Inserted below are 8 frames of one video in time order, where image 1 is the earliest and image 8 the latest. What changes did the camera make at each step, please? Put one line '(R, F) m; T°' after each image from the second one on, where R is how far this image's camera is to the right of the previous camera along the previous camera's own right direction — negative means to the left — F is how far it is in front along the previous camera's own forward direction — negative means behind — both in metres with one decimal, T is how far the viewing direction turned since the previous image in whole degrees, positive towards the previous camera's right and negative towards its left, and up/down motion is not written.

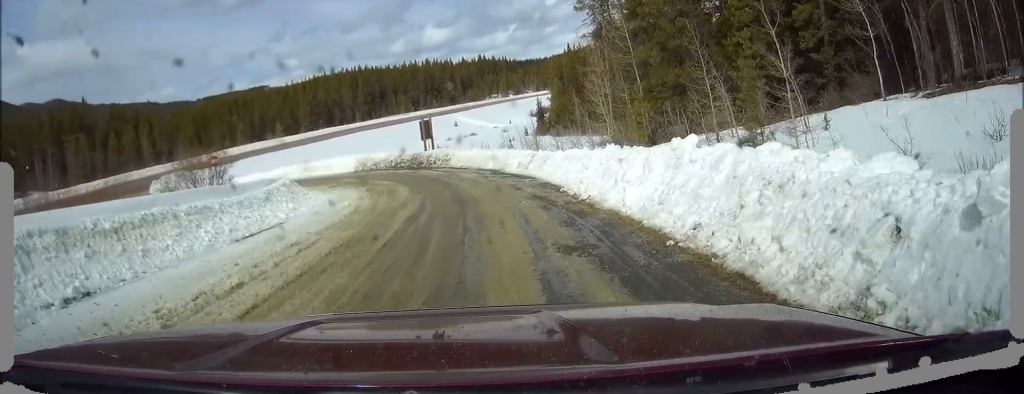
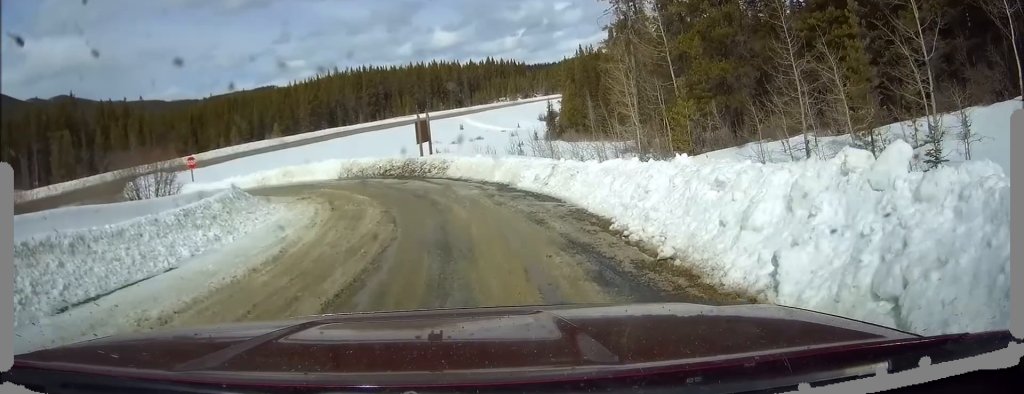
(0.0, +6.5) m; 0°
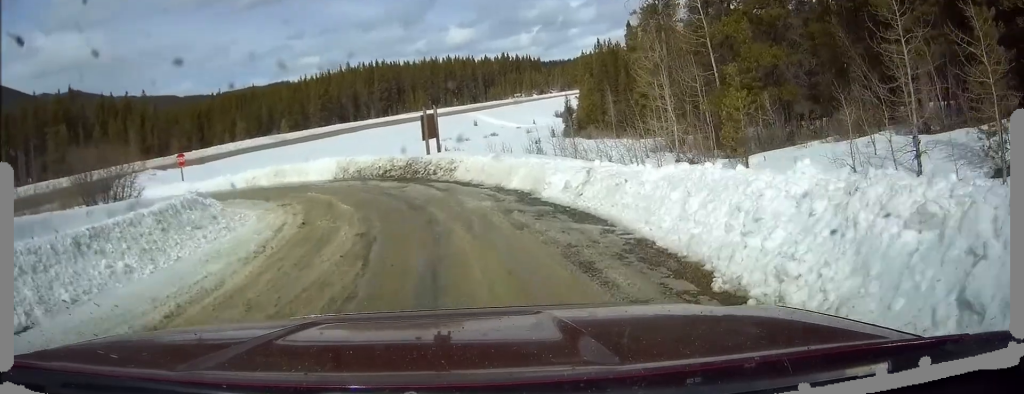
(0.0, +4.6) m; -1°
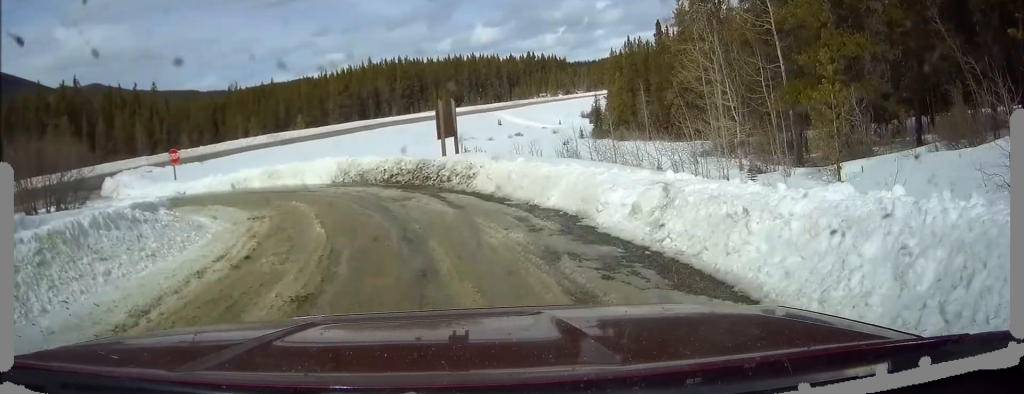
(-0.1, +5.1) m; -3°
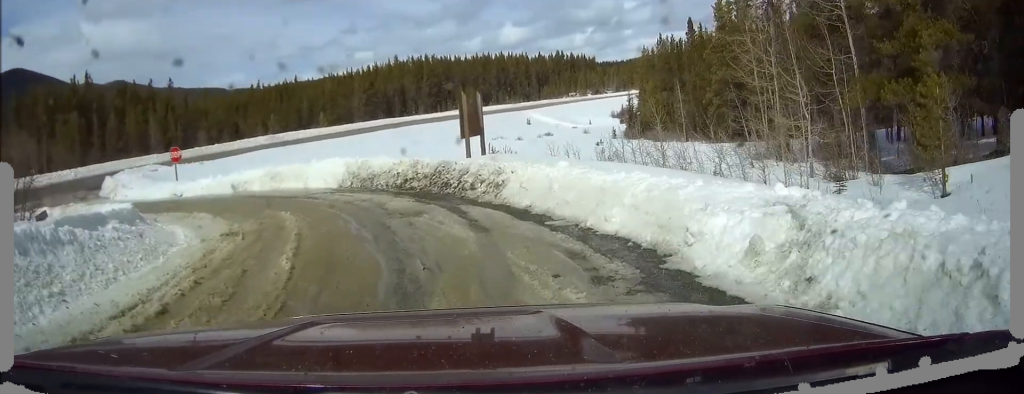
(-0.1, +4.0) m; -4°
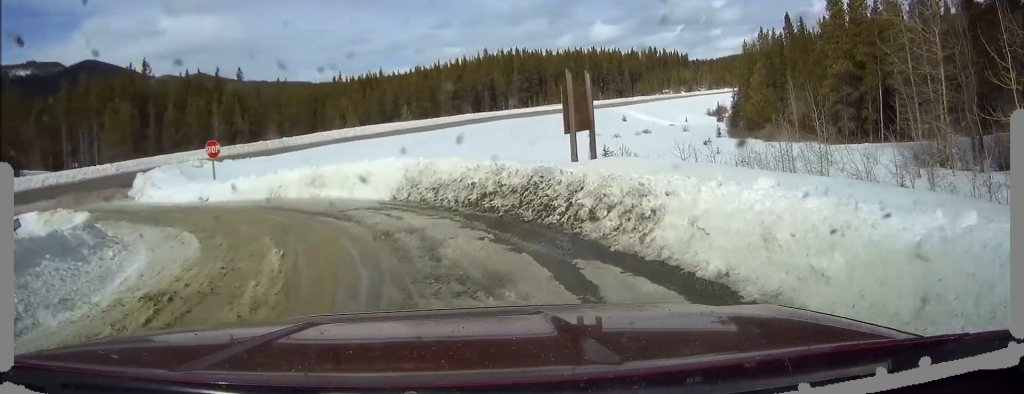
(-0.6, +7.5) m; -10°
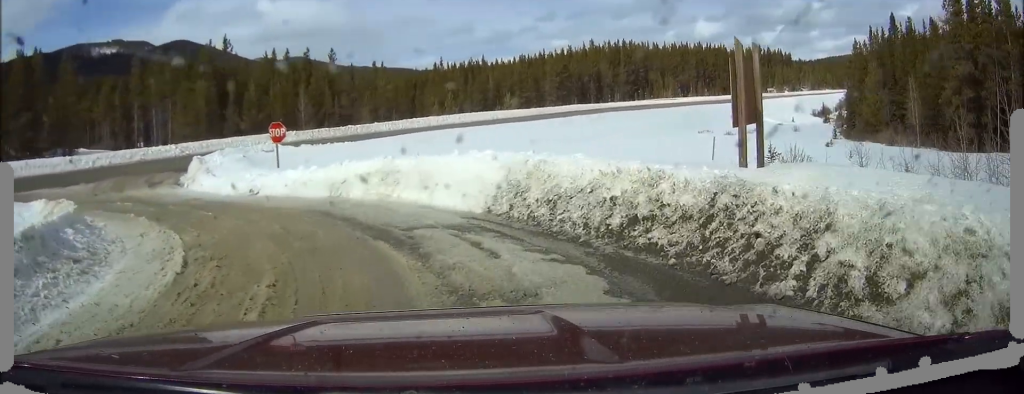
(-0.3, +5.5) m; -6°
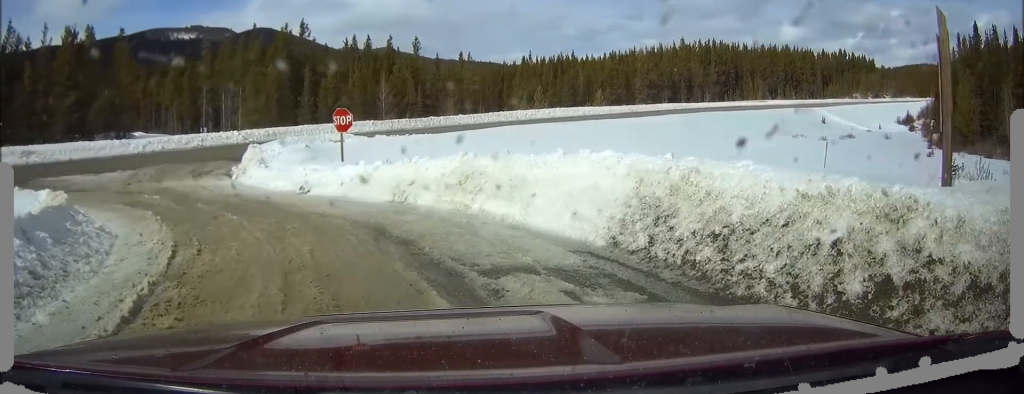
(-0.1, +4.0) m; -6°
